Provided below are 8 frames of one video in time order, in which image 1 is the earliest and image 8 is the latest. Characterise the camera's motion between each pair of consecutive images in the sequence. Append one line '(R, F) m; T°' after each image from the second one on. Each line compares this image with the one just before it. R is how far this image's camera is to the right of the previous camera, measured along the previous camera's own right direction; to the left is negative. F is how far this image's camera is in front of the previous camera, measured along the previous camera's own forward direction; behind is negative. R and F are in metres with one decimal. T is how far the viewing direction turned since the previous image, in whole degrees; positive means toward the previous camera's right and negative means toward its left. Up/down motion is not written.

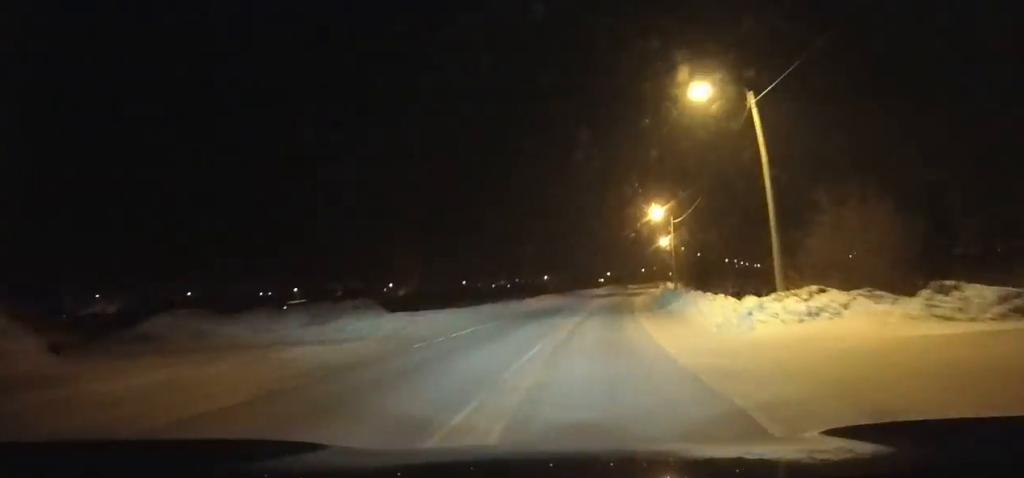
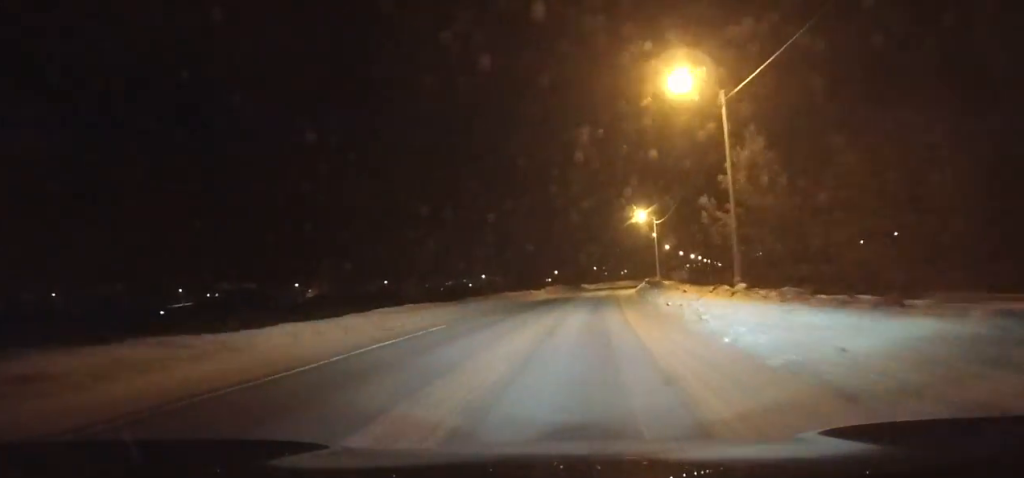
(+1.1, +36.0) m; +3°
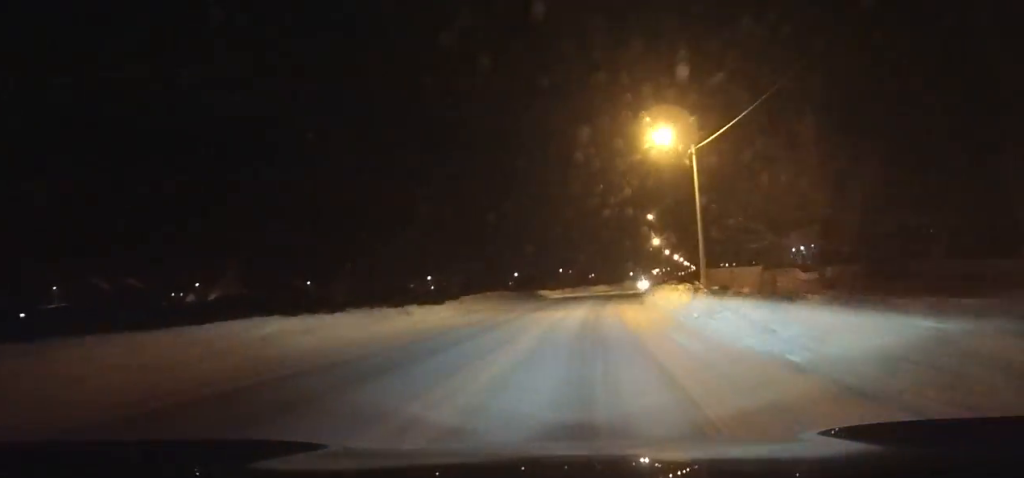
(+0.5, +34.7) m; +3°
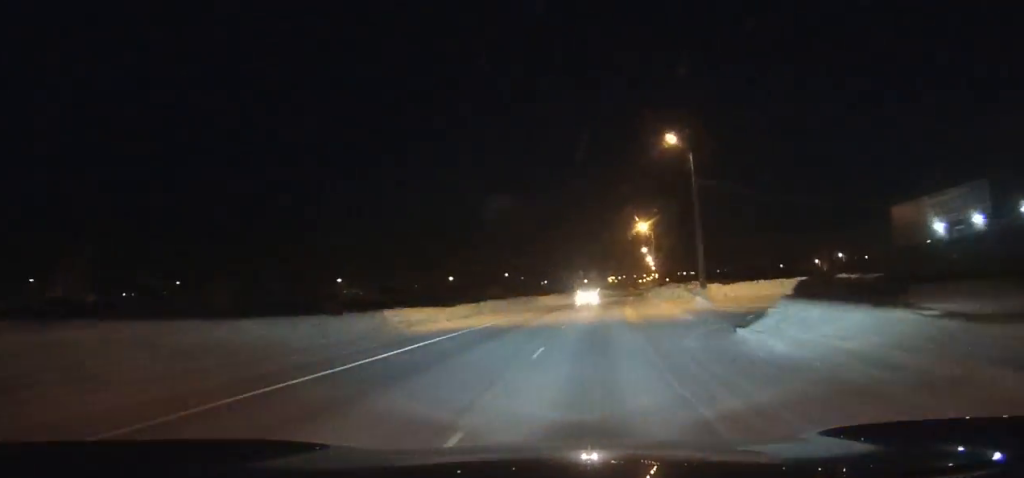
(+1.2, +40.5) m; +4°
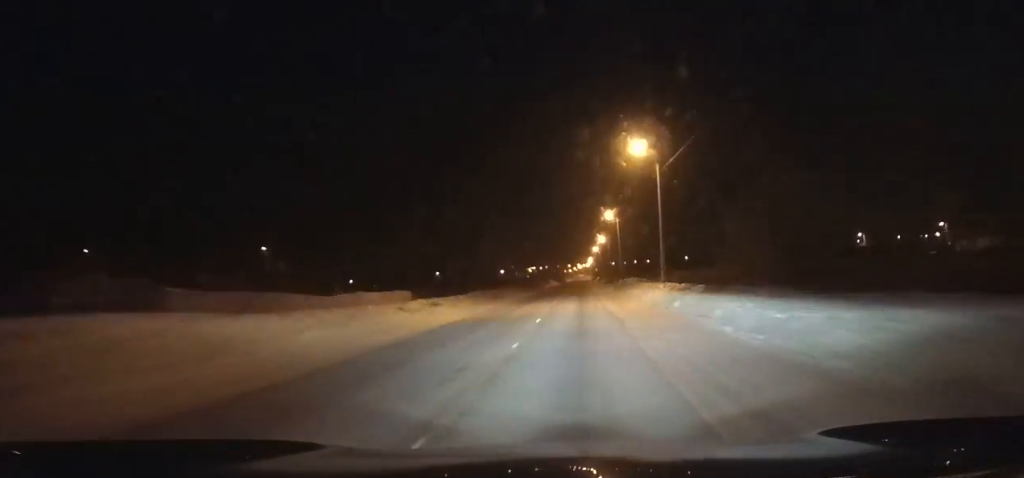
(+11.8, +124.1) m; +7°
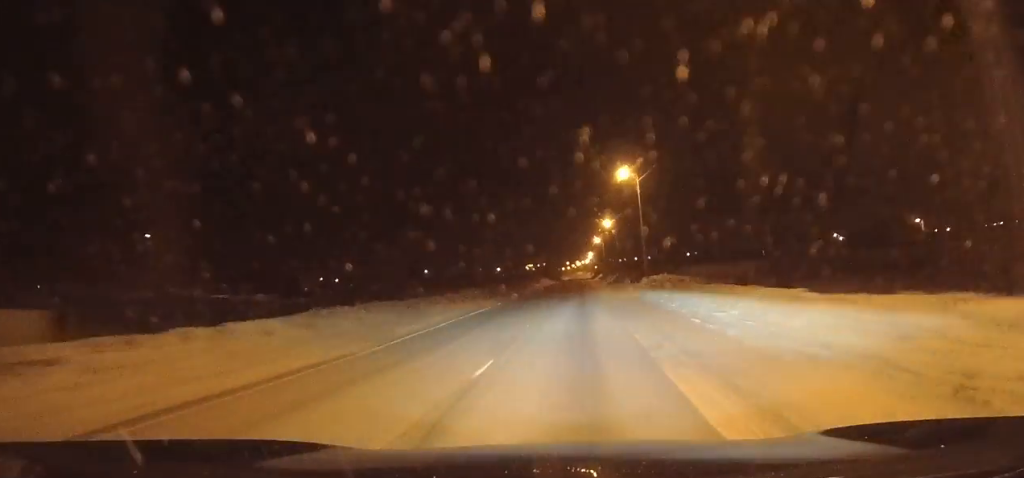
(0.0, +26.4) m; 0°
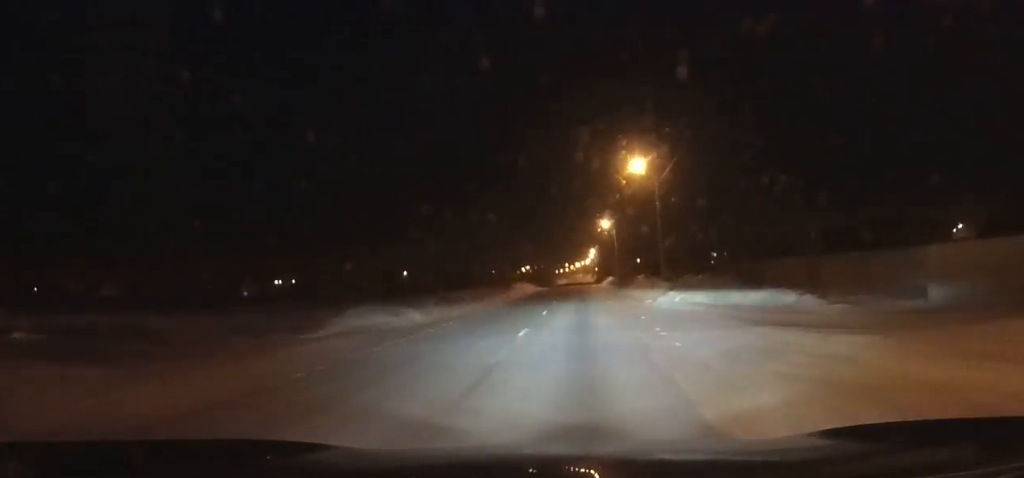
(-0.2, +42.1) m; 0°
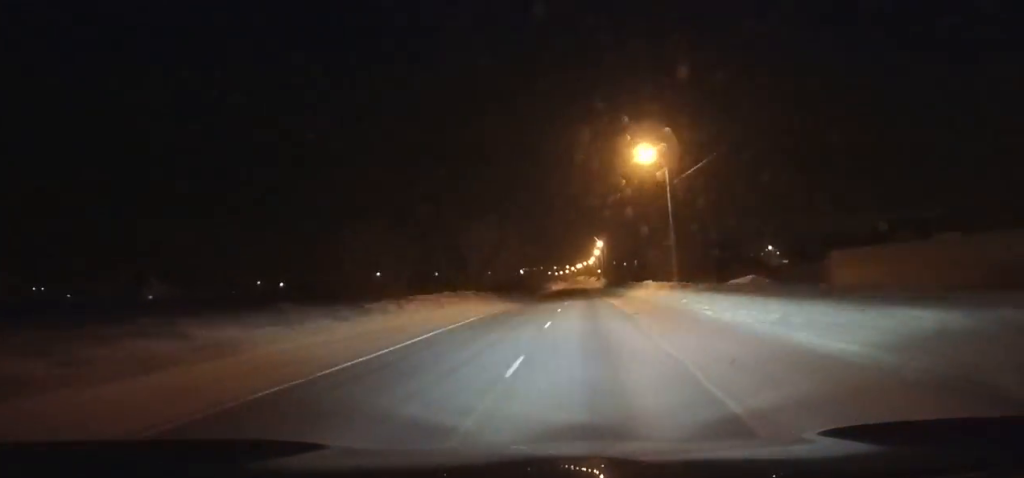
(-0.2, +46.3) m; 0°
